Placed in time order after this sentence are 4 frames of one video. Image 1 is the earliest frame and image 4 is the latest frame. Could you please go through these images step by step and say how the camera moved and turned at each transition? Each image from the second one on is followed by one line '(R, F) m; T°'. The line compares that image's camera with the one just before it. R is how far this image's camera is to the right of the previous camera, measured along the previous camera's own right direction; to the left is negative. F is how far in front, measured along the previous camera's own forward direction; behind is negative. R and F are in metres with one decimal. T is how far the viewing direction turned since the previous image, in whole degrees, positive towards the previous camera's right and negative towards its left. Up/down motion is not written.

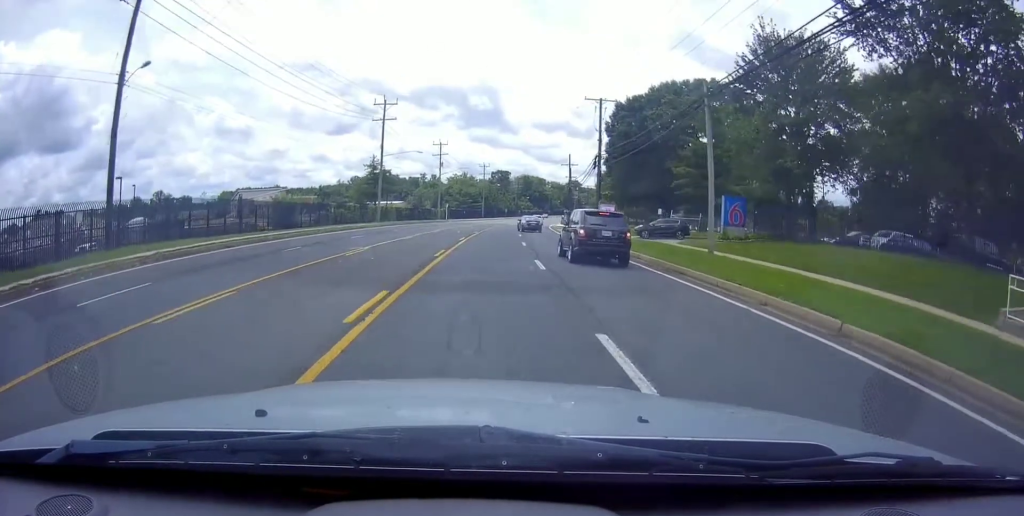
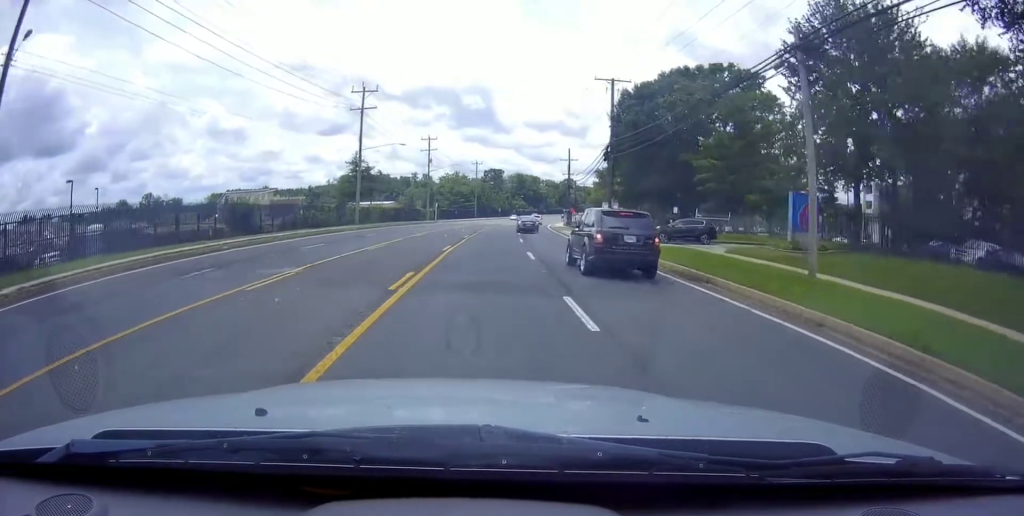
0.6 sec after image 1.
(+0.3, +8.6) m; +1°
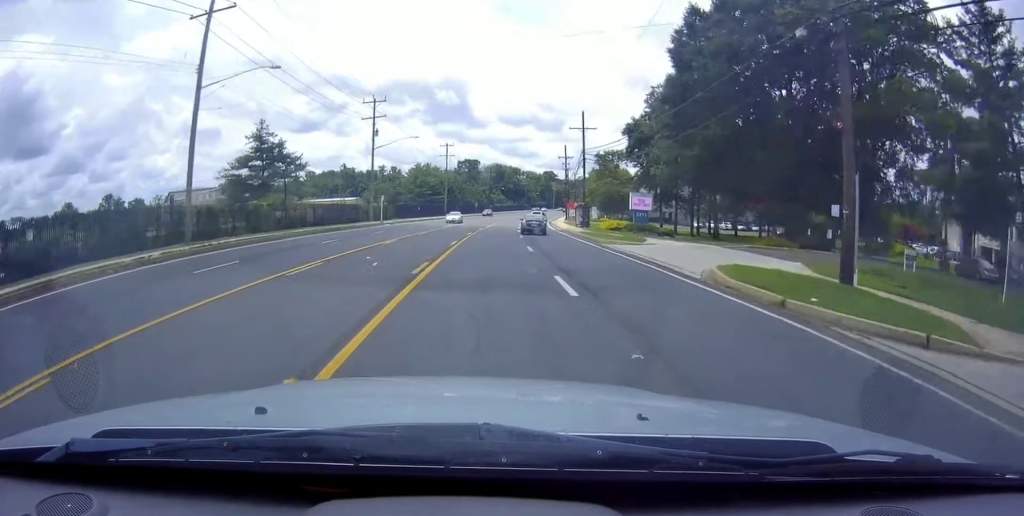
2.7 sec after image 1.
(+0.8, +34.1) m; +2°
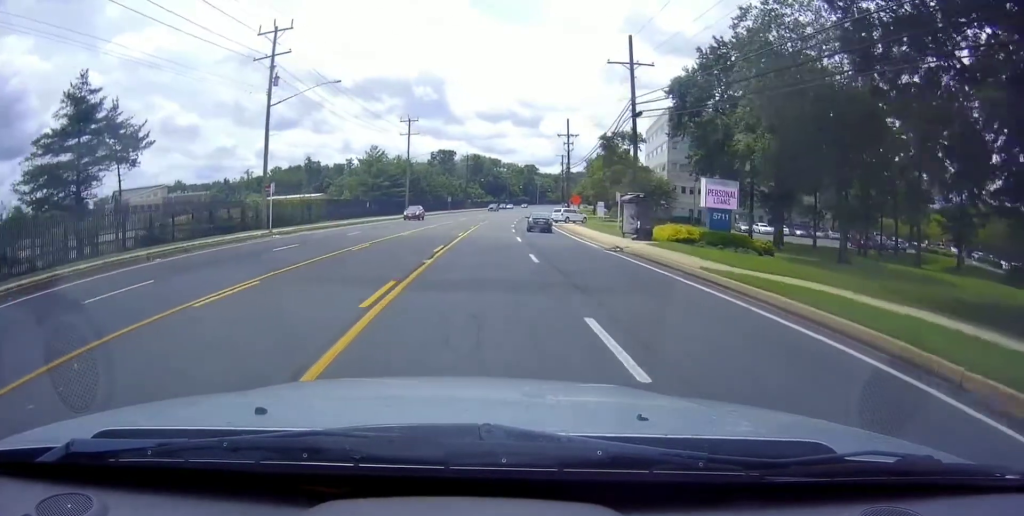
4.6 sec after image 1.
(+0.5, +29.8) m; +3°
